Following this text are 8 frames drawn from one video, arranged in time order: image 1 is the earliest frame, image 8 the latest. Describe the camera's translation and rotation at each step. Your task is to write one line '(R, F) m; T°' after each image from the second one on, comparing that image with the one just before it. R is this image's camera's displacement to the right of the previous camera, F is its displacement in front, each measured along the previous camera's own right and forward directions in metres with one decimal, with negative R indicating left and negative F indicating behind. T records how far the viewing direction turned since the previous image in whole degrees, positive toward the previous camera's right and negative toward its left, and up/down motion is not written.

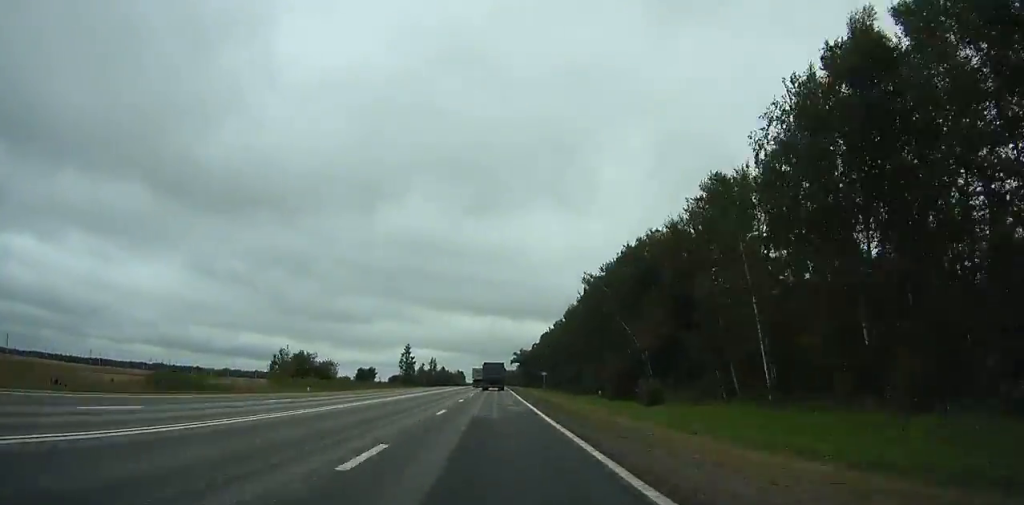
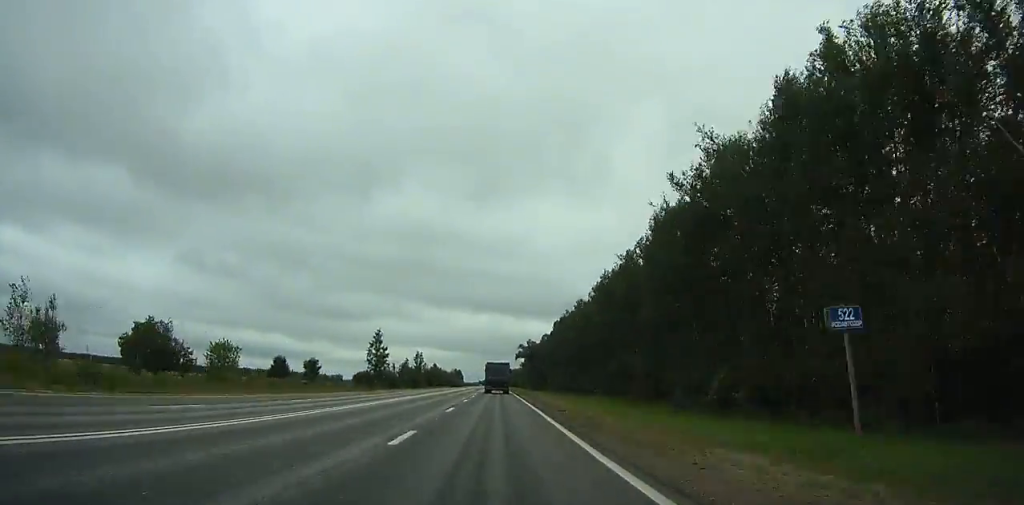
(0.0, +56.3) m; 0°
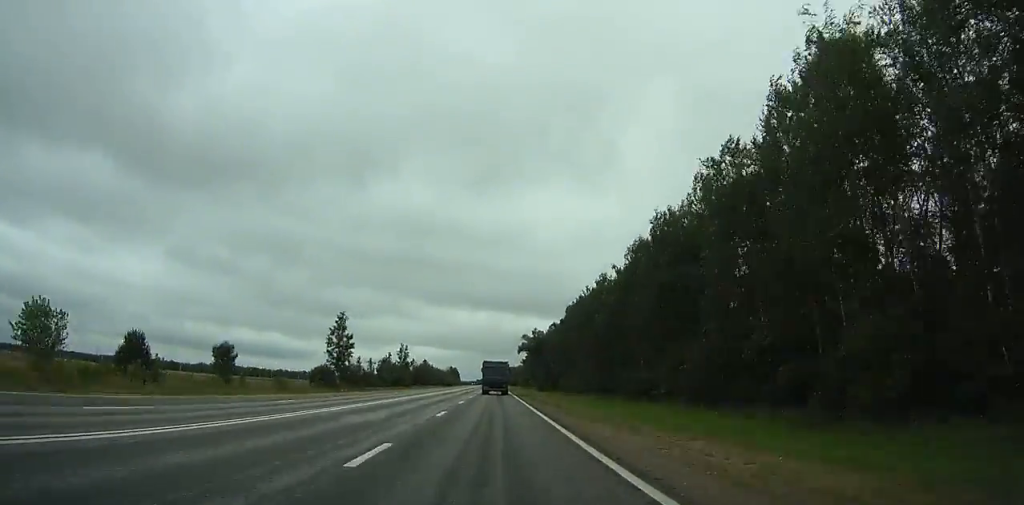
(0.0, +39.8) m; 0°
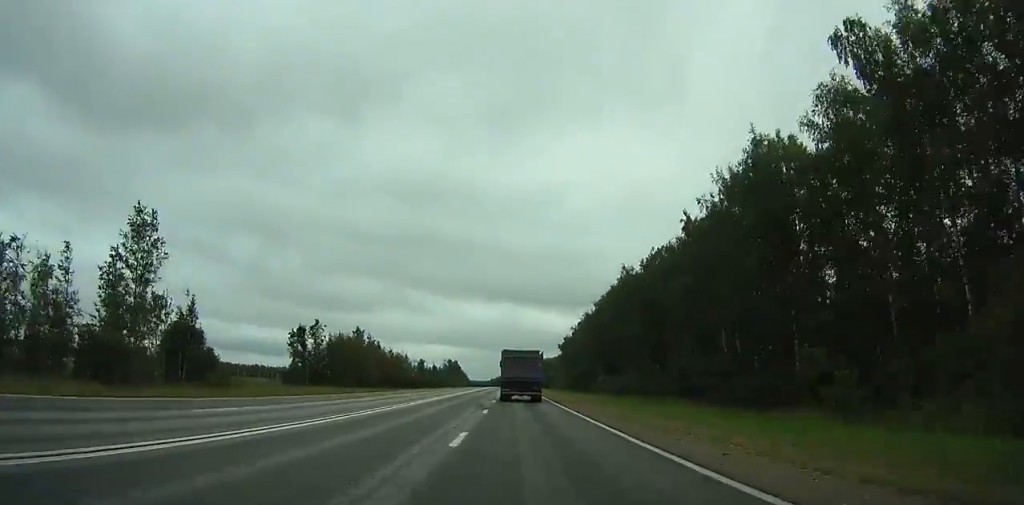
(-1.2, +167.3) m; -1°
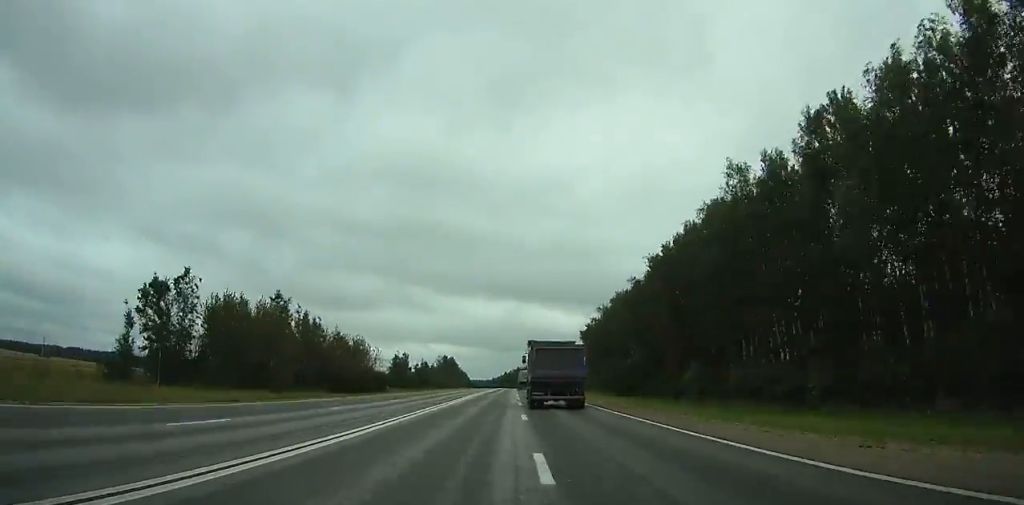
(-0.4, +50.8) m; 0°
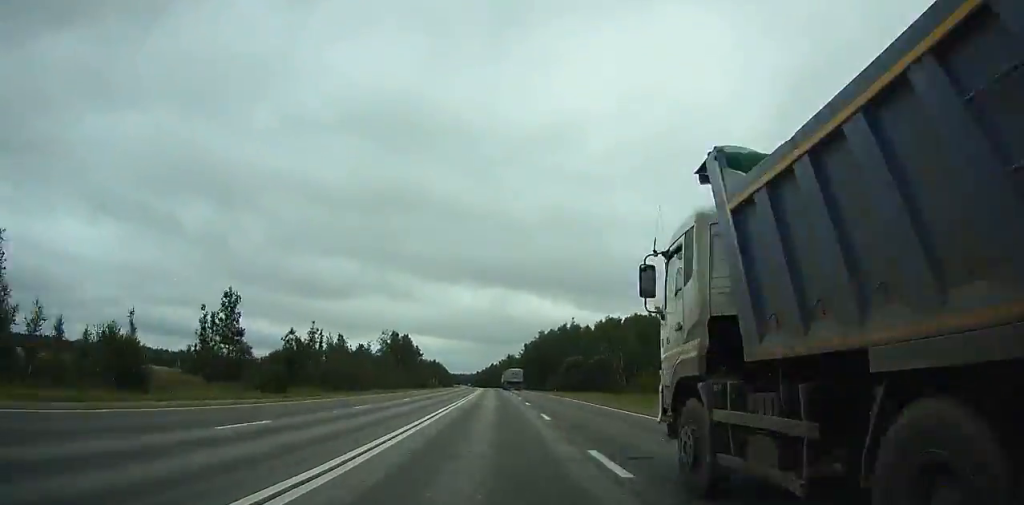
(+1.0, +129.3) m; +1°
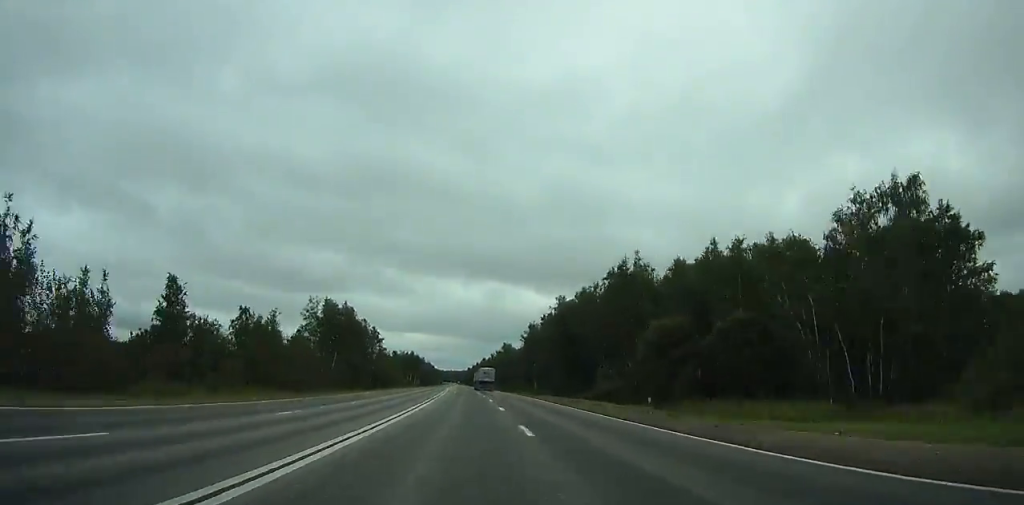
(+0.4, +77.7) m; 0°
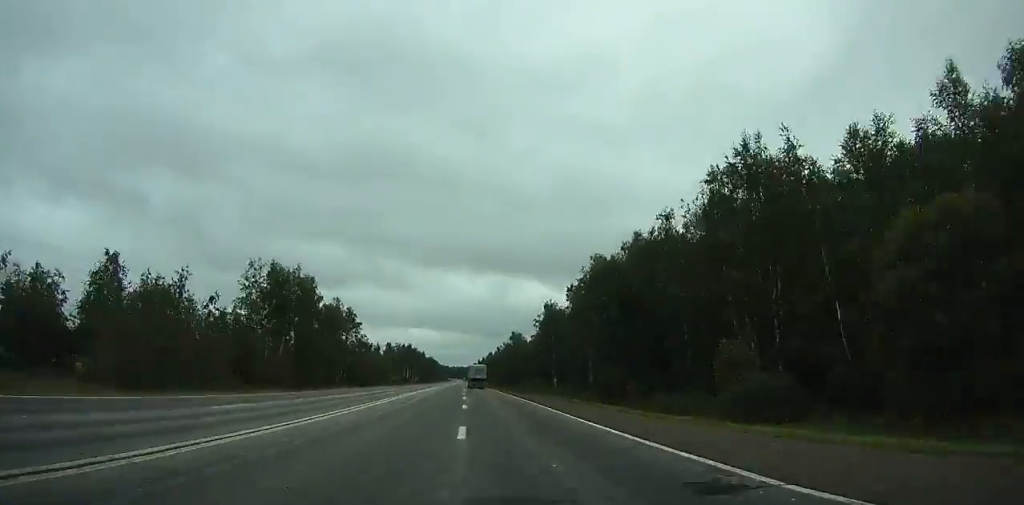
(+0.4, +37.6) m; 0°
